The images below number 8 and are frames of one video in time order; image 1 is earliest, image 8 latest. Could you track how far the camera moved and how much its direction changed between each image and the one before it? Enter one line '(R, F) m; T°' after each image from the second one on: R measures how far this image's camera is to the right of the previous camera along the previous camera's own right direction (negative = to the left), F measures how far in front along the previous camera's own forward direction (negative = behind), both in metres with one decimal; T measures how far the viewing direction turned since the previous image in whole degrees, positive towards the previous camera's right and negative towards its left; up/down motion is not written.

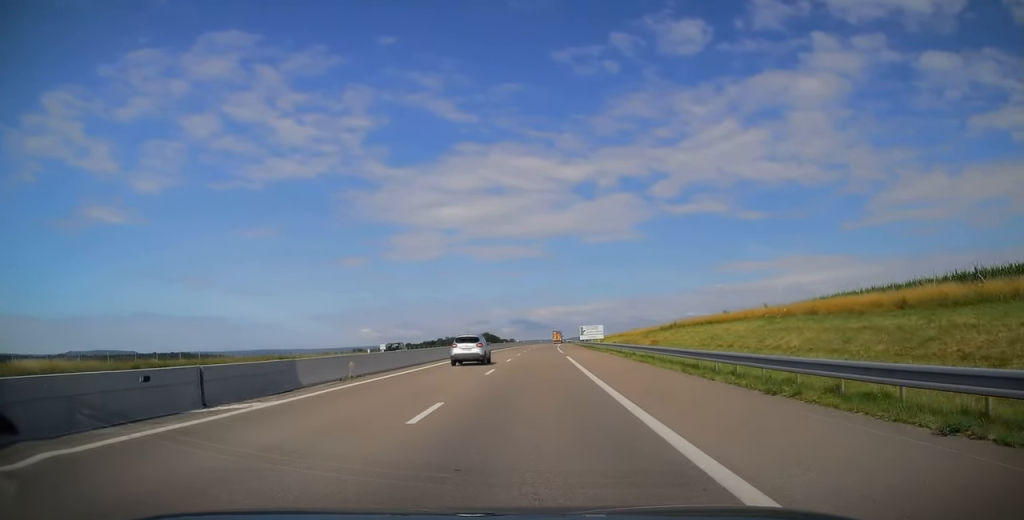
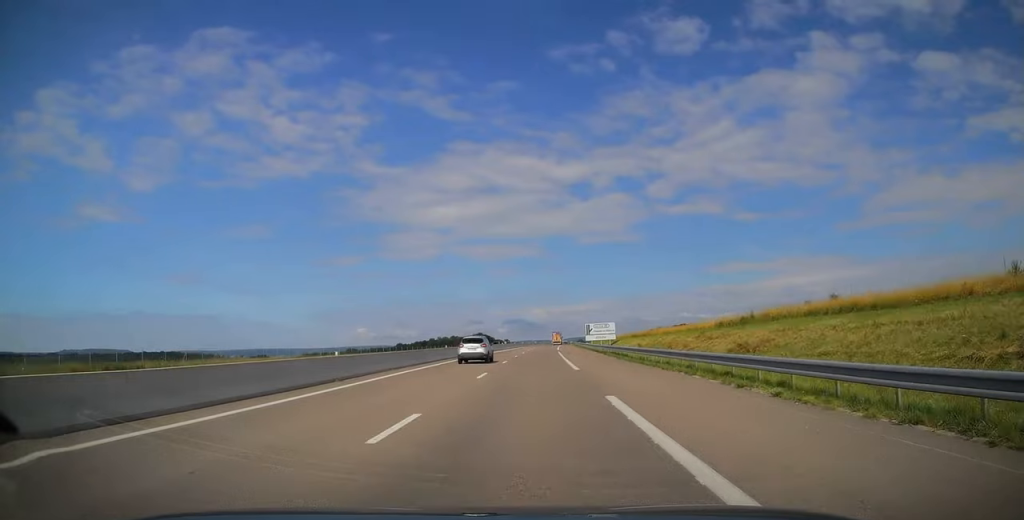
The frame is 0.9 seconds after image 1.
(+0.4, +27.9) m; +1°
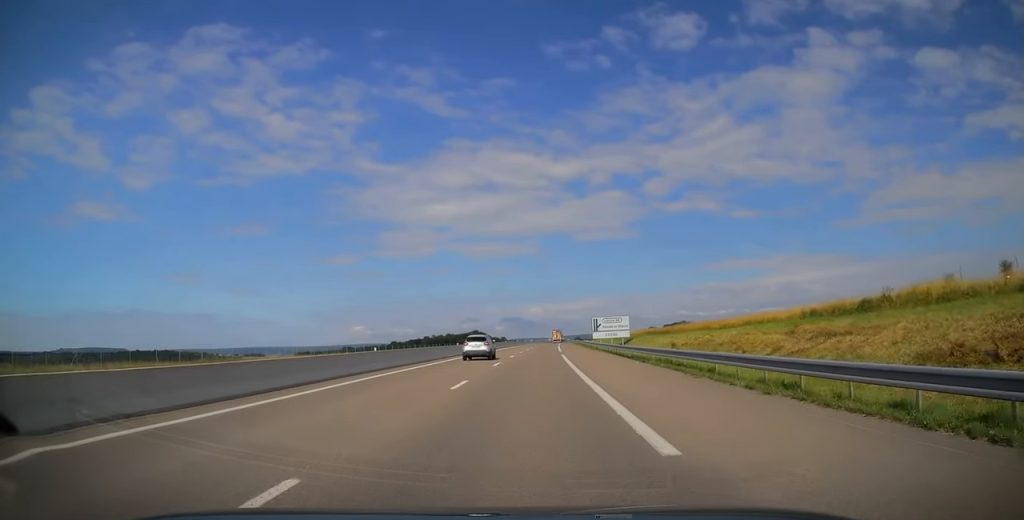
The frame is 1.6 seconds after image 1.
(0.0, +18.7) m; 0°
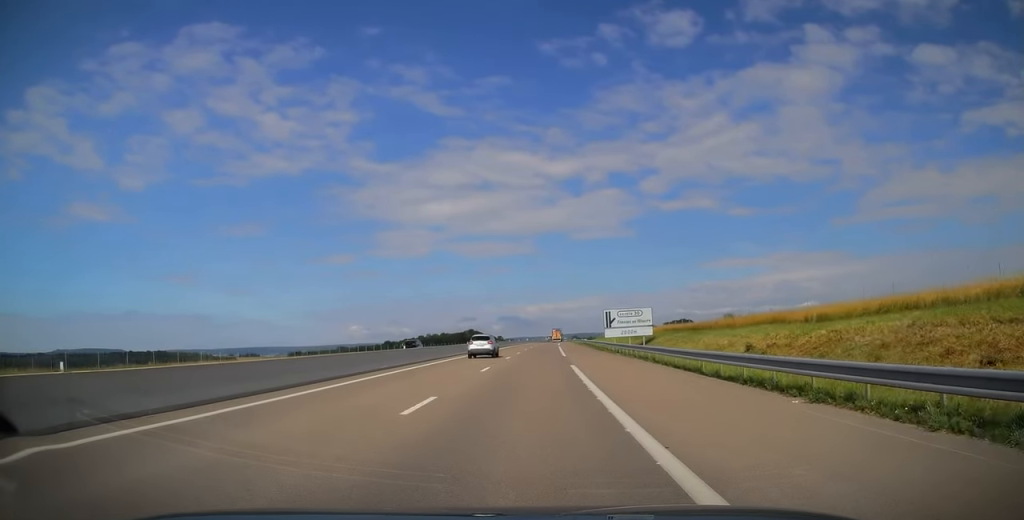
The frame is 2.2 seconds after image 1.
(0.0, +18.6) m; 0°
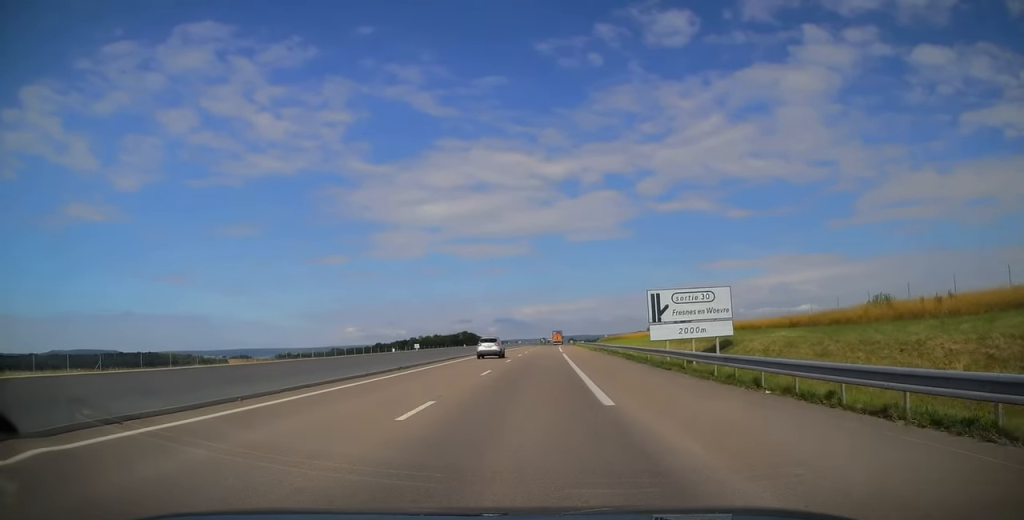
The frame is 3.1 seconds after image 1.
(0.0, +27.0) m; 0°
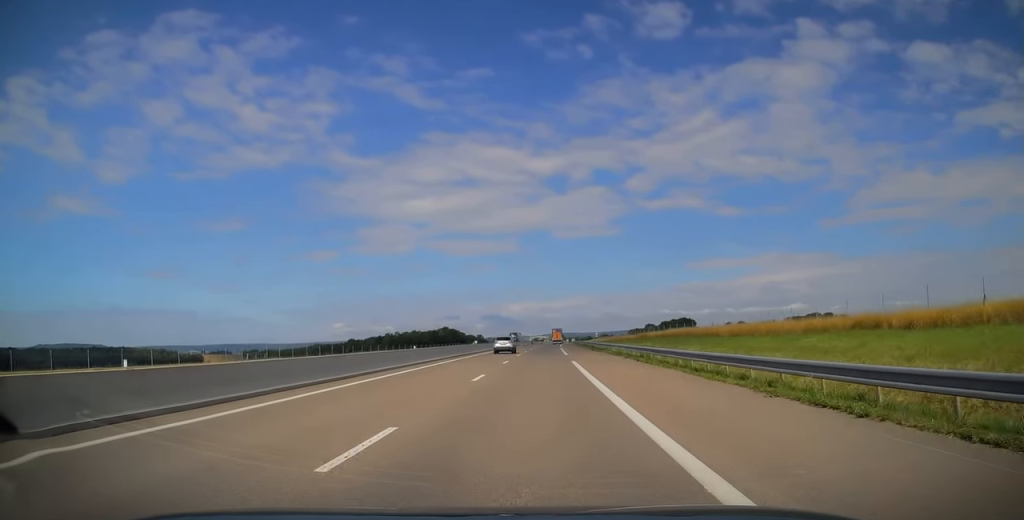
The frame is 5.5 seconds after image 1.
(+0.8, +68.7) m; +1°
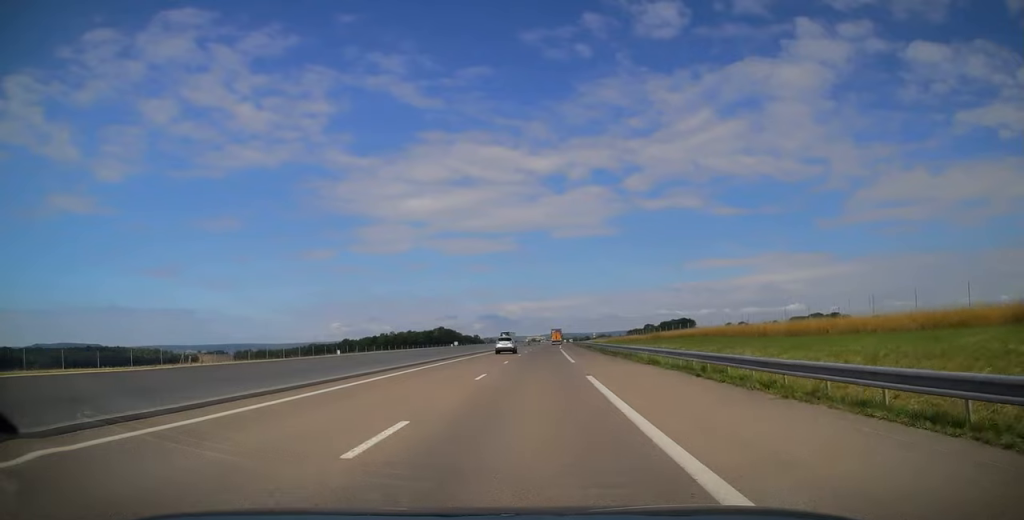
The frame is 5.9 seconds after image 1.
(-0.3, +12.3) m; 0°
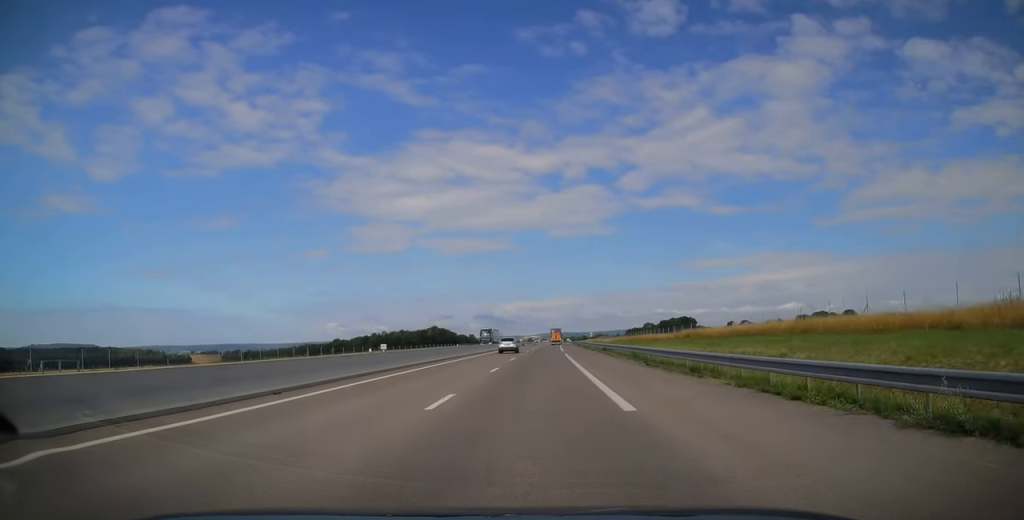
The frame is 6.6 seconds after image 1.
(+0.6, +21.1) m; +1°
